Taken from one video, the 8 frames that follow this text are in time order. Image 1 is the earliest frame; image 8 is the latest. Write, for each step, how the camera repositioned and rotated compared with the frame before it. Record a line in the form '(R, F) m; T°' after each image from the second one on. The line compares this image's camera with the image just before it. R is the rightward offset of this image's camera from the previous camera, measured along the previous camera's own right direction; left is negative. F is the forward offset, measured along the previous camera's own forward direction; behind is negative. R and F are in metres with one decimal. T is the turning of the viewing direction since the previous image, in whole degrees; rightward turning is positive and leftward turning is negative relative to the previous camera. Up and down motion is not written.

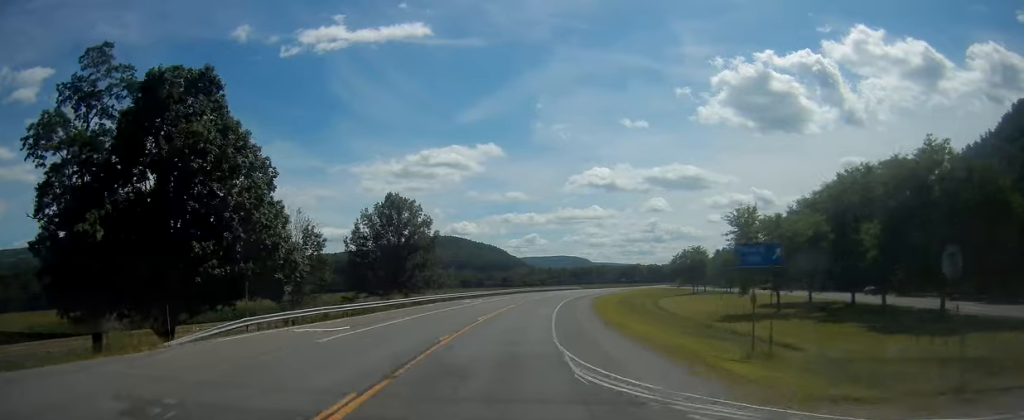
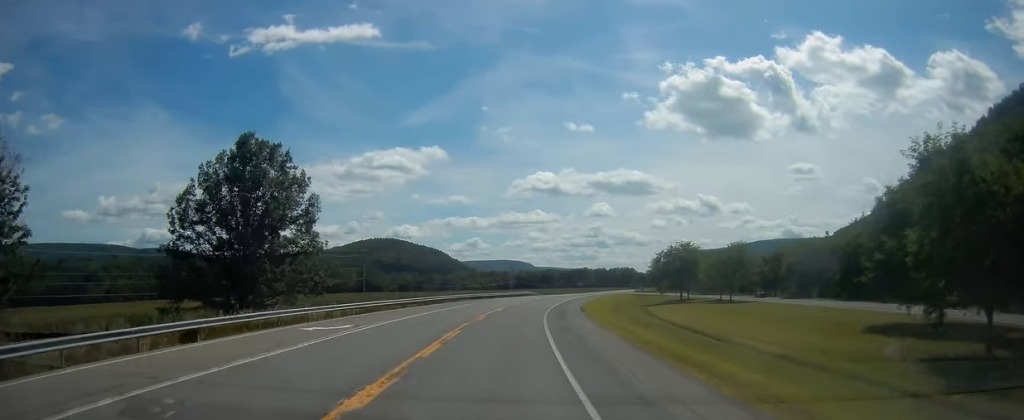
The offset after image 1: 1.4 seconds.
(+1.8, +34.1) m; +5°
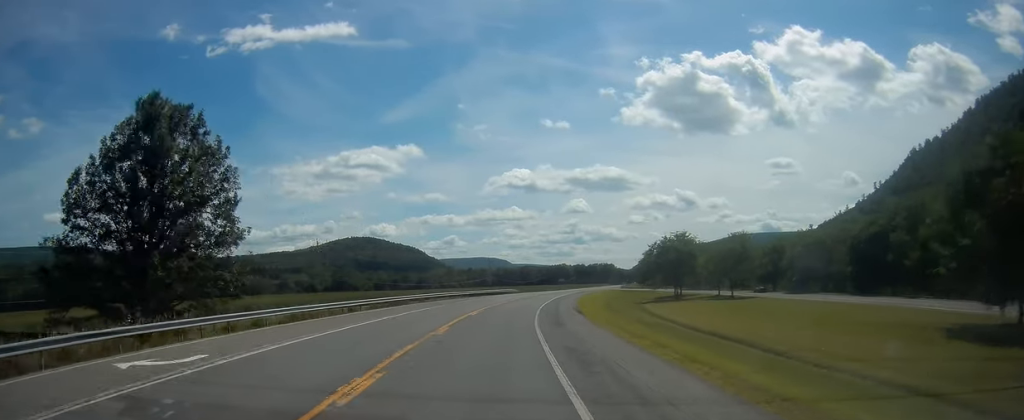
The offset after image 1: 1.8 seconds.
(0.0, +11.7) m; +2°
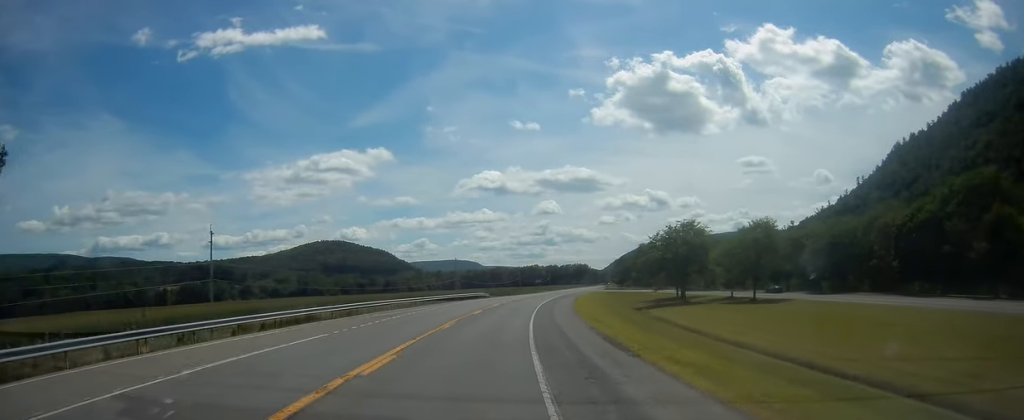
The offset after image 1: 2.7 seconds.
(+0.8, +20.9) m; +3°
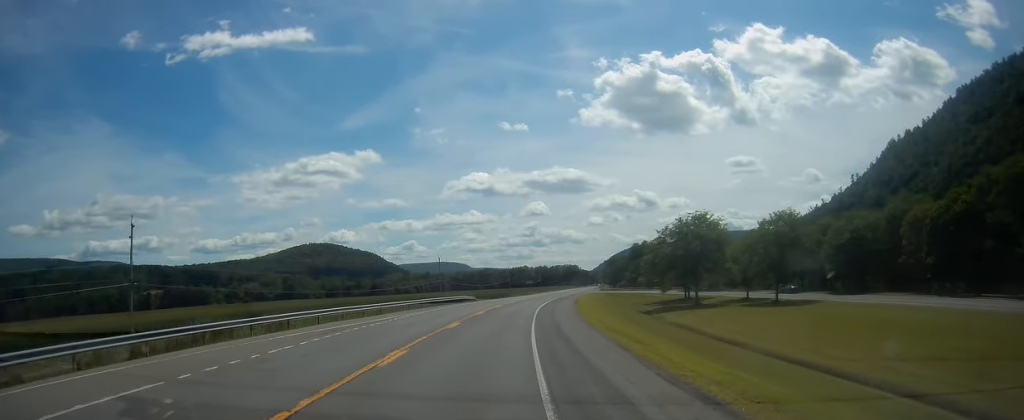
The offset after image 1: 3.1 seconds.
(+0.1, +10.9) m; +2°
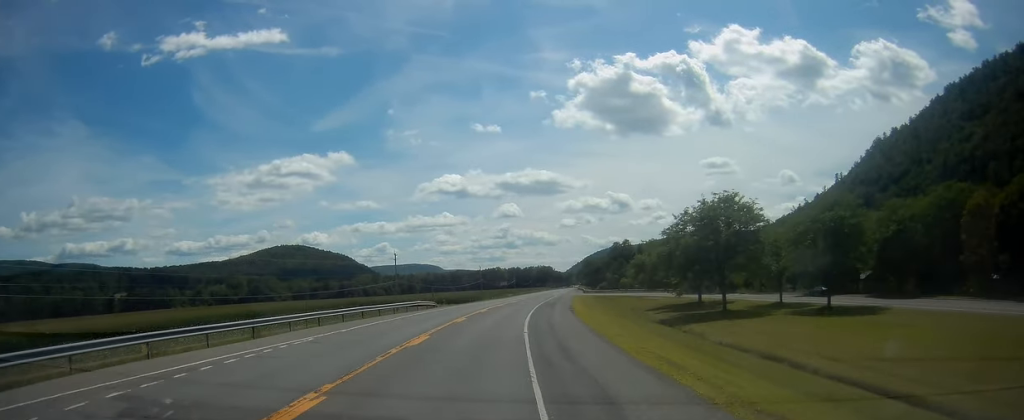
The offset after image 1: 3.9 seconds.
(+0.4, +19.4) m; +2°
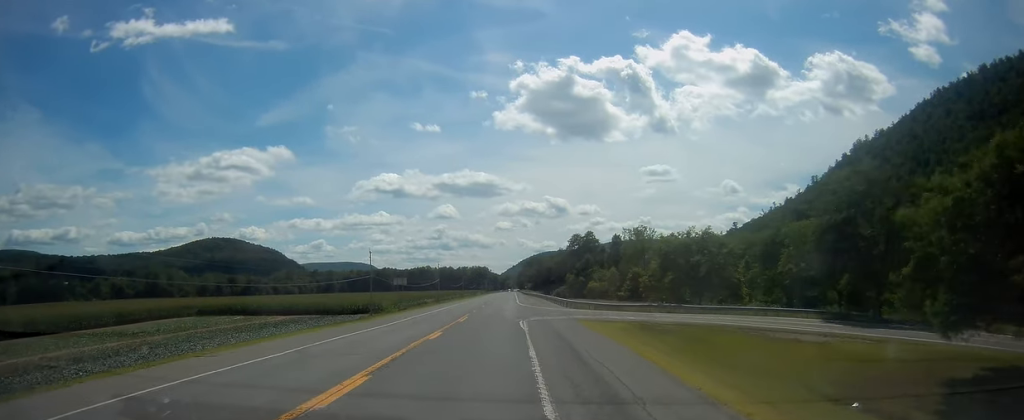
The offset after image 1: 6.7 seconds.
(+3.9, +70.5) m; +5°
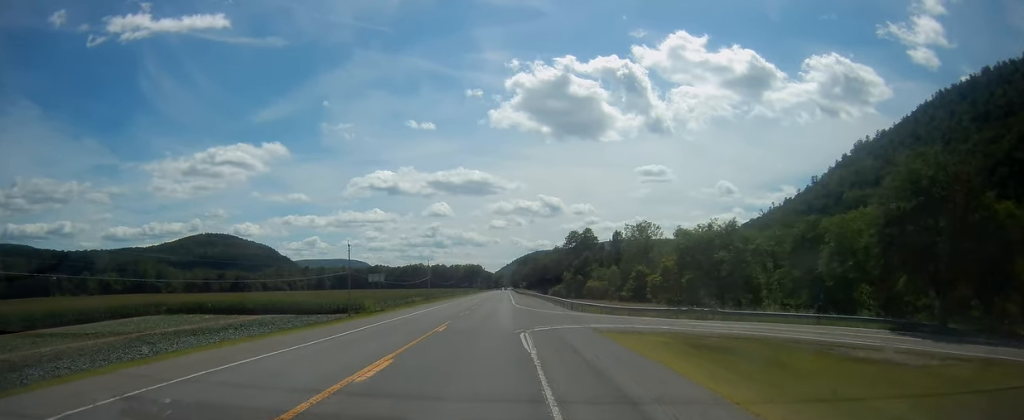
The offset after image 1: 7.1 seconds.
(0.0, +10.1) m; 0°
